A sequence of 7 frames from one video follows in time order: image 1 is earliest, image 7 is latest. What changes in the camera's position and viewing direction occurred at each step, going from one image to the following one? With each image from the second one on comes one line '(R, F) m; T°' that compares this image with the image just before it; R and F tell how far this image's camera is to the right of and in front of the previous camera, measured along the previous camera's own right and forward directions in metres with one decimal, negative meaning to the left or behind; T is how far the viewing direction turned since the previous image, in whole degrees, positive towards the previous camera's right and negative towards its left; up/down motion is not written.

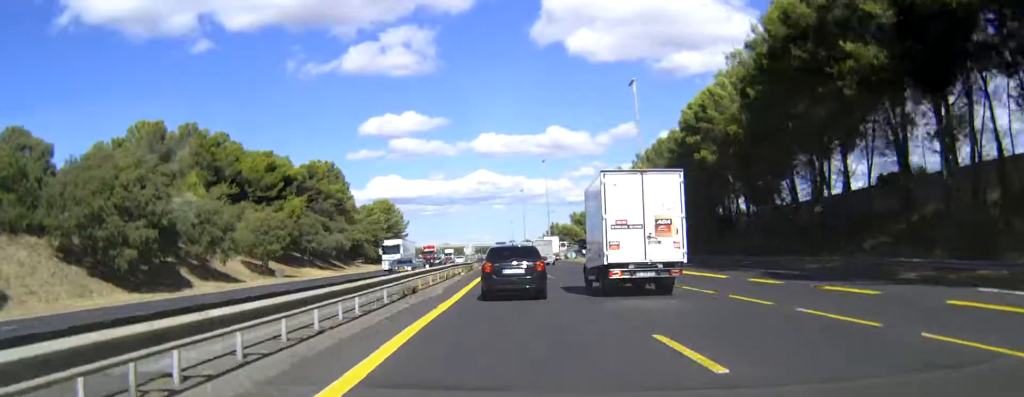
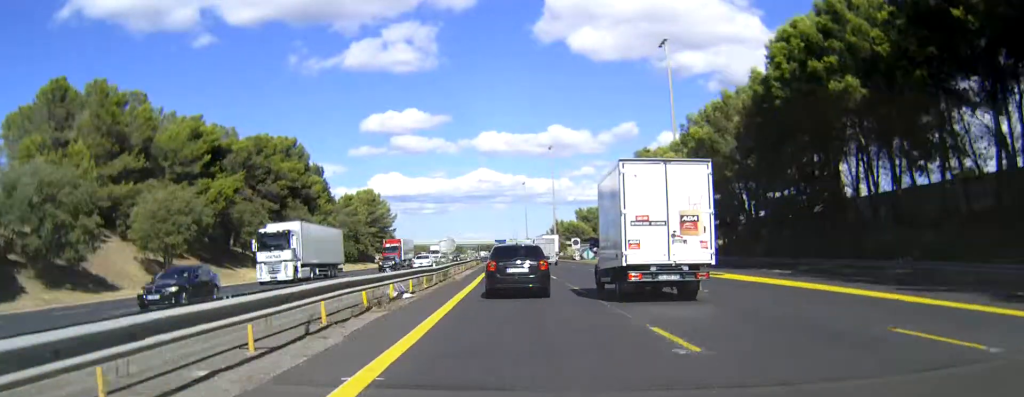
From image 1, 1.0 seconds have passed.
(-0.1, +27.4) m; 0°
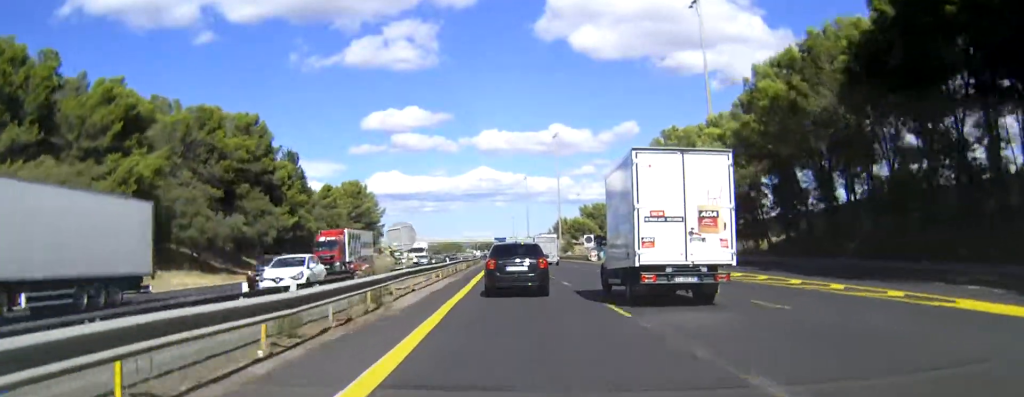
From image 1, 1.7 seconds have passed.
(+0.1, +19.7) m; 0°
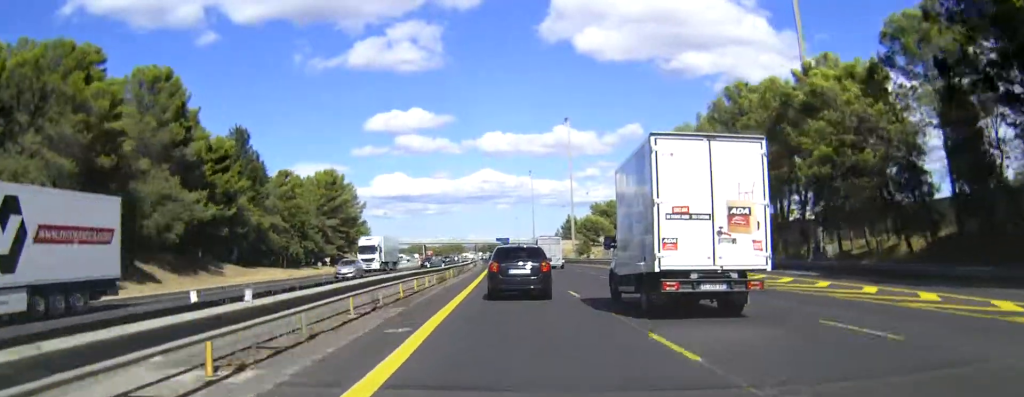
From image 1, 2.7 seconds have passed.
(0.0, +29.7) m; 0°
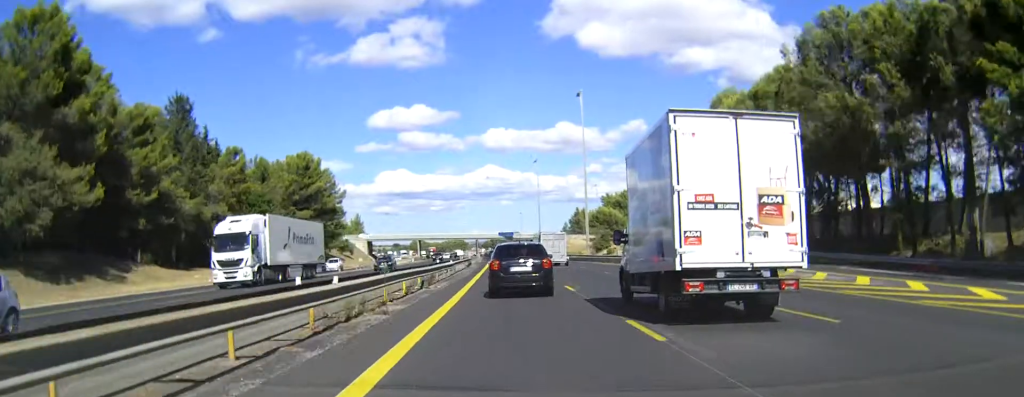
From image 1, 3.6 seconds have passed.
(0.0, +23.0) m; 0°
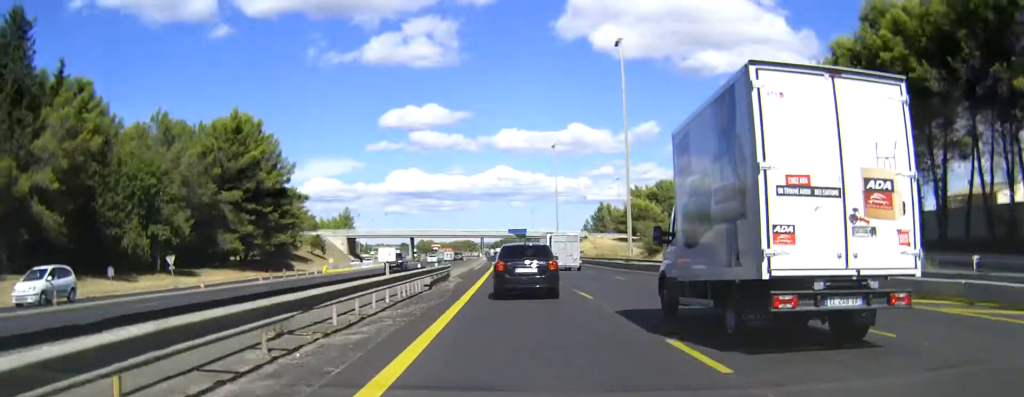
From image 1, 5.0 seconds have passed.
(-0.2, +39.2) m; -1°
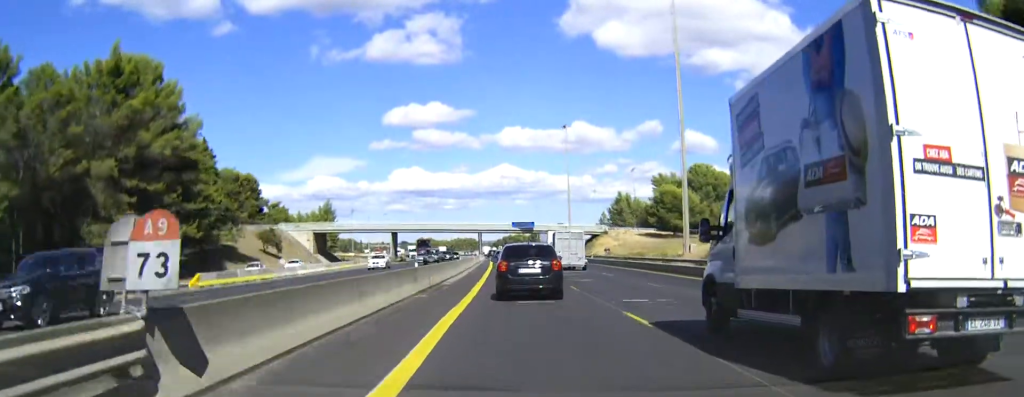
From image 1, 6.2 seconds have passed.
(-0.1, +32.3) m; 0°
